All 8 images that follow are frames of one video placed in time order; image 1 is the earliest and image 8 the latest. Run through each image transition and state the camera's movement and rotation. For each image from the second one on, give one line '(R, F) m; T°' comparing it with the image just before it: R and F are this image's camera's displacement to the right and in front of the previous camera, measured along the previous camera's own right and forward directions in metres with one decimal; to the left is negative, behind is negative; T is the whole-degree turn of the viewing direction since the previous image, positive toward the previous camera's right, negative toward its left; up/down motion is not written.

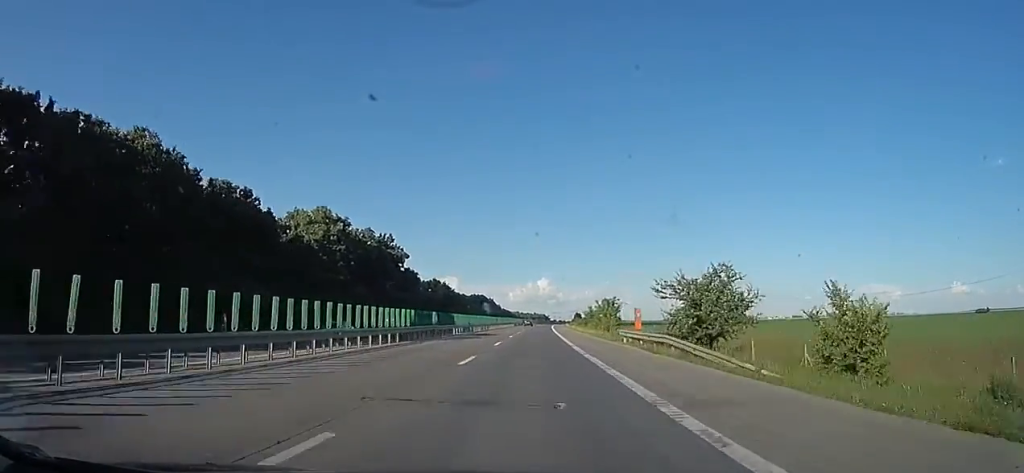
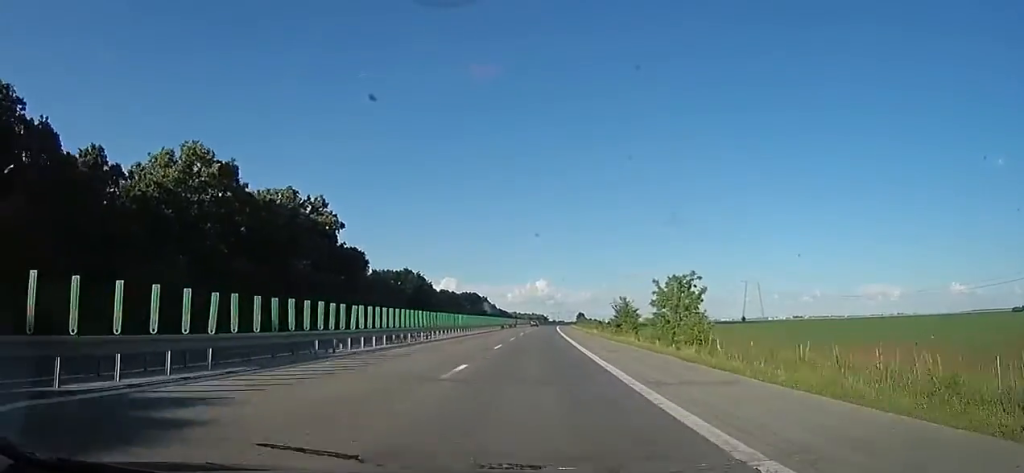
(0.0, +39.0) m; 0°
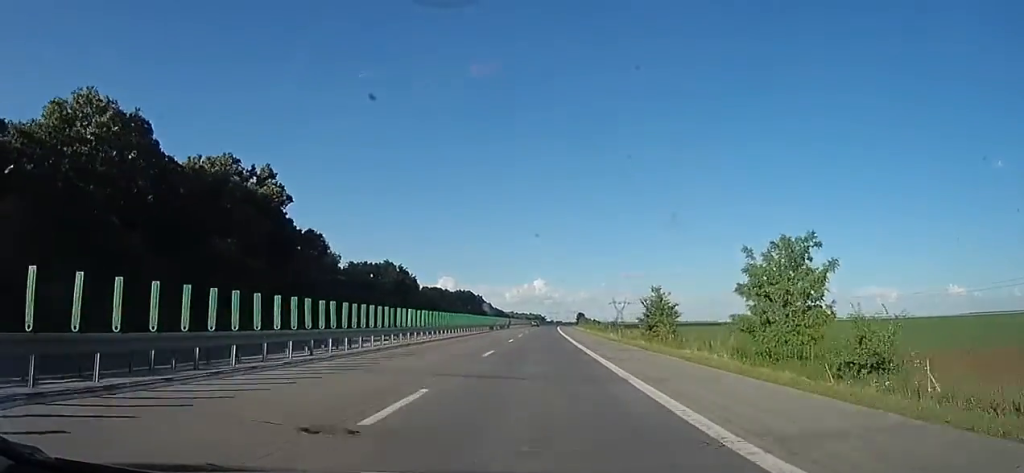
(+0.1, +17.1) m; 0°
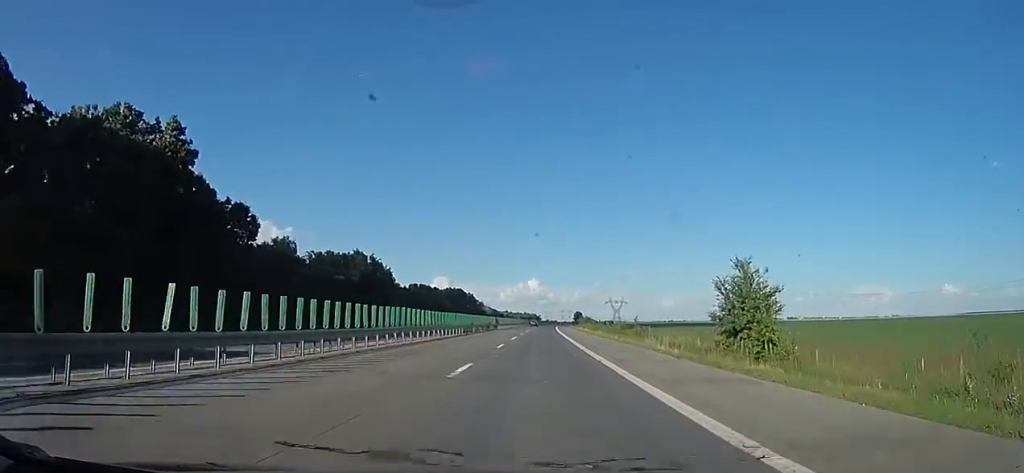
(+0.5, +18.6) m; -1°
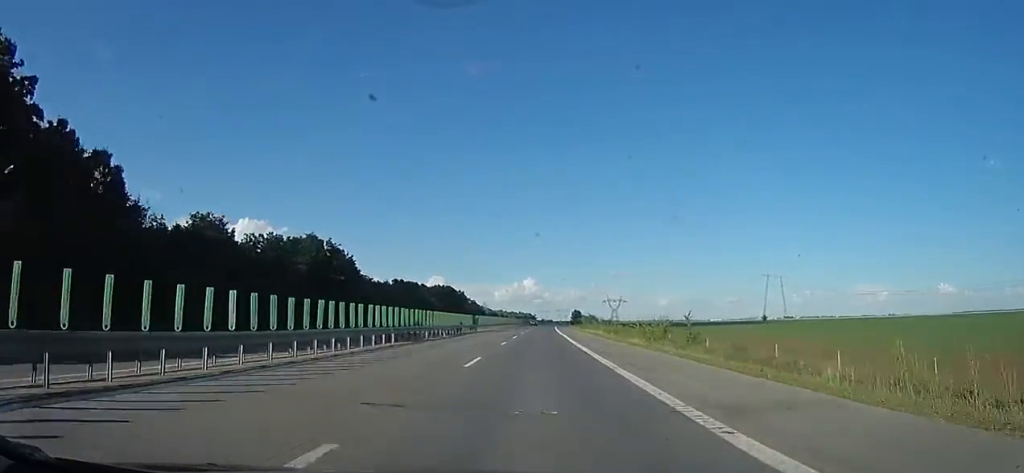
(-0.7, +21.4) m; +1°
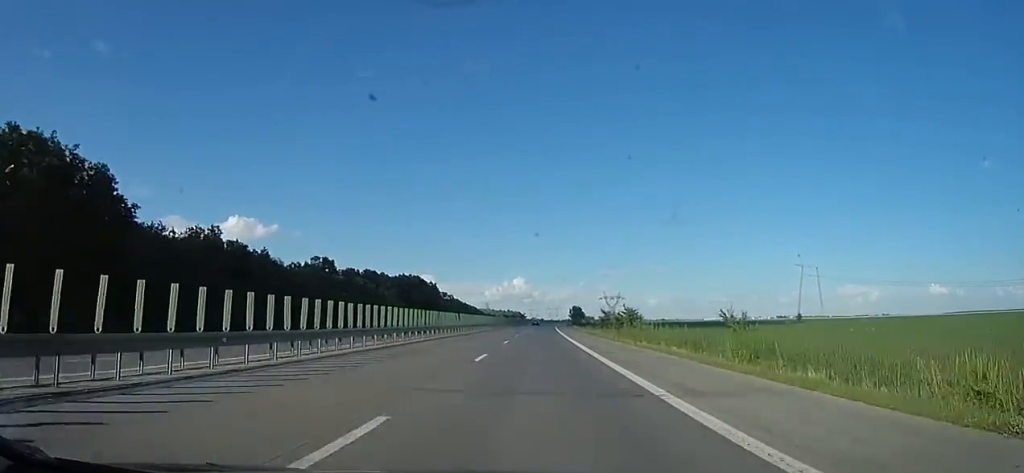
(+1.9, +58.2) m; +2°
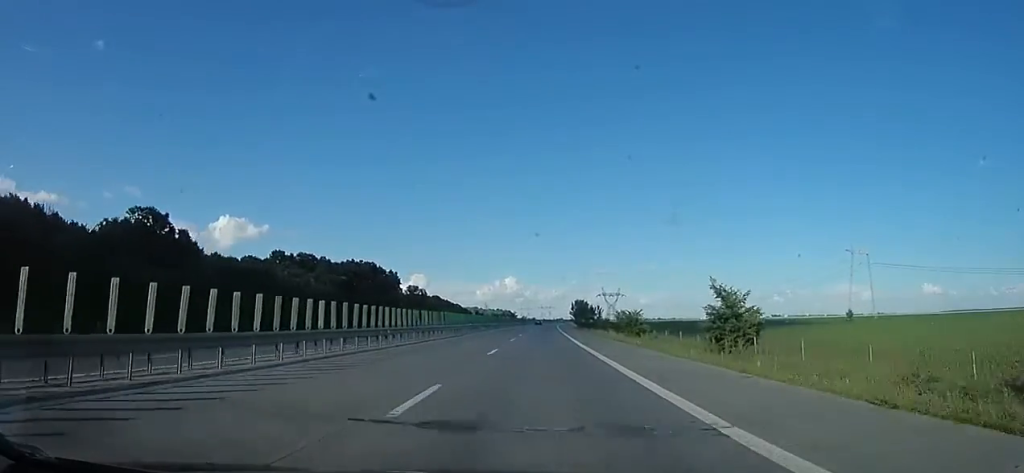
(-1.5, +56.8) m; -1°
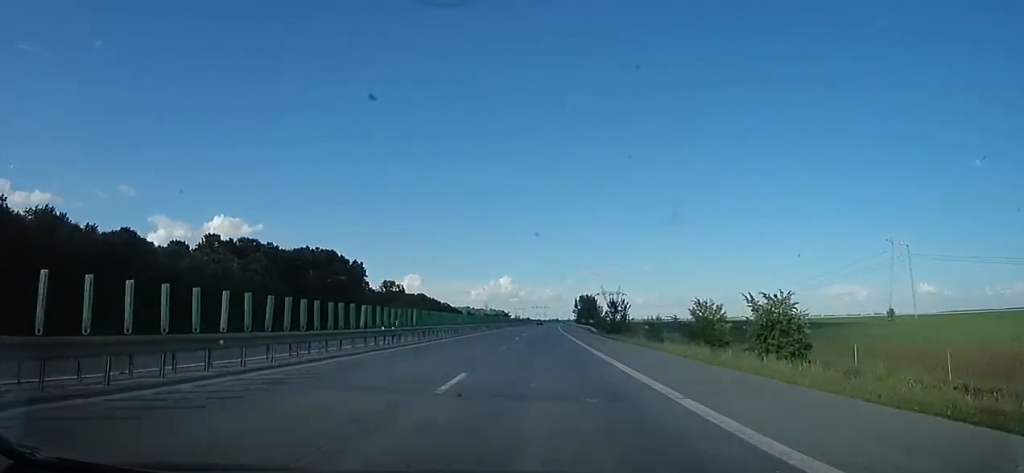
(+0.8, +33.7) m; +2°
